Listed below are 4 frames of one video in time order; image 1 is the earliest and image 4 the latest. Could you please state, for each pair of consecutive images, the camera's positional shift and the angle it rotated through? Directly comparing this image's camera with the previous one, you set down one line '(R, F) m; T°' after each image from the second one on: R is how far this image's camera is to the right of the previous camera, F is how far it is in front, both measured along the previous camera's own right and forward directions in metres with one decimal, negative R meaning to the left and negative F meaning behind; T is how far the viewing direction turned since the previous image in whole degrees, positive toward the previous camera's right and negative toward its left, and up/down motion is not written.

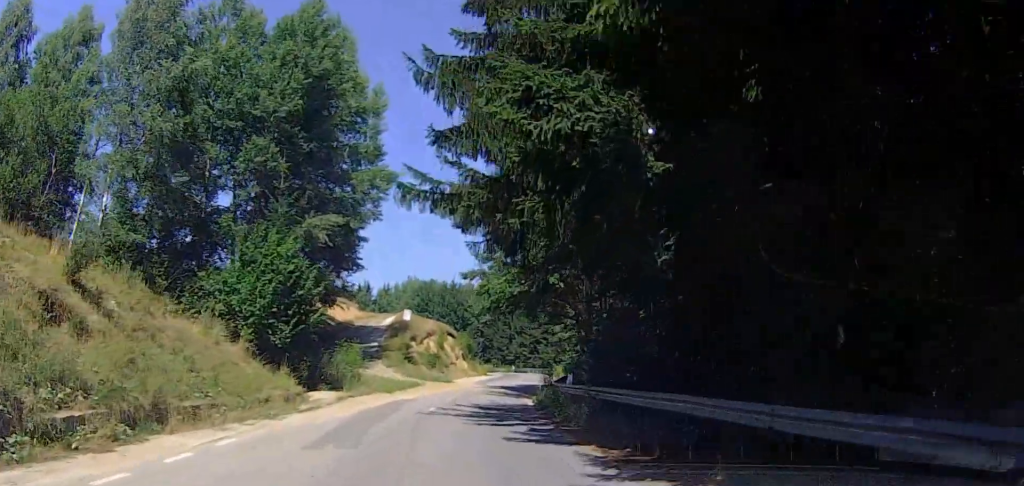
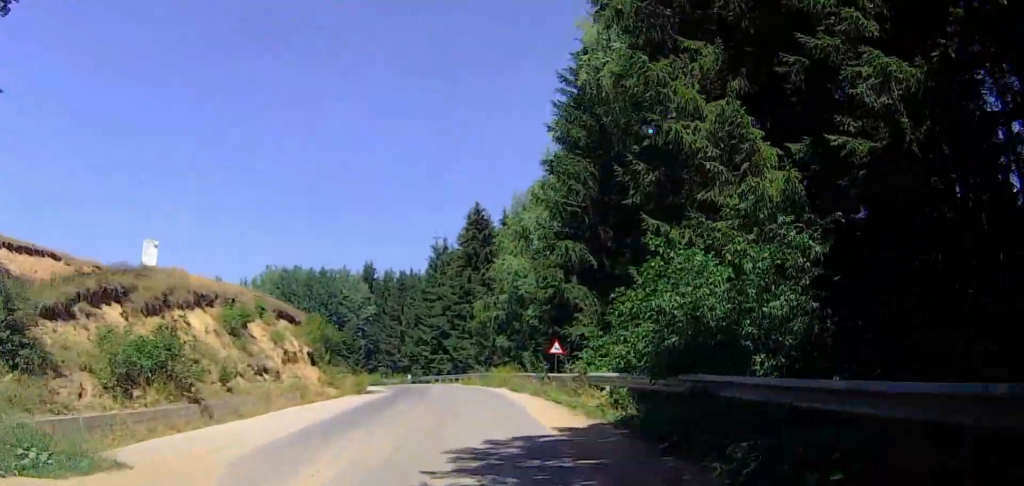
(+0.5, +40.0) m; +8°
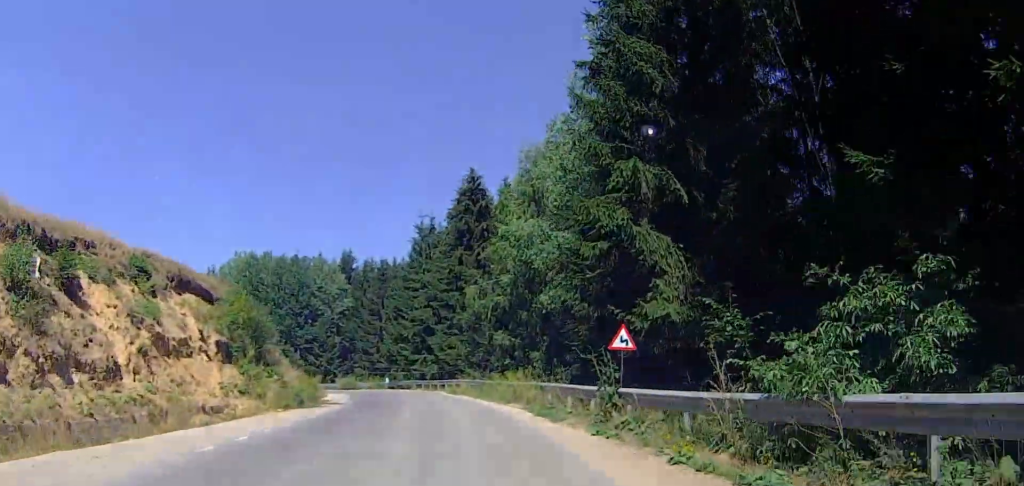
(+1.2, +12.8) m; +4°
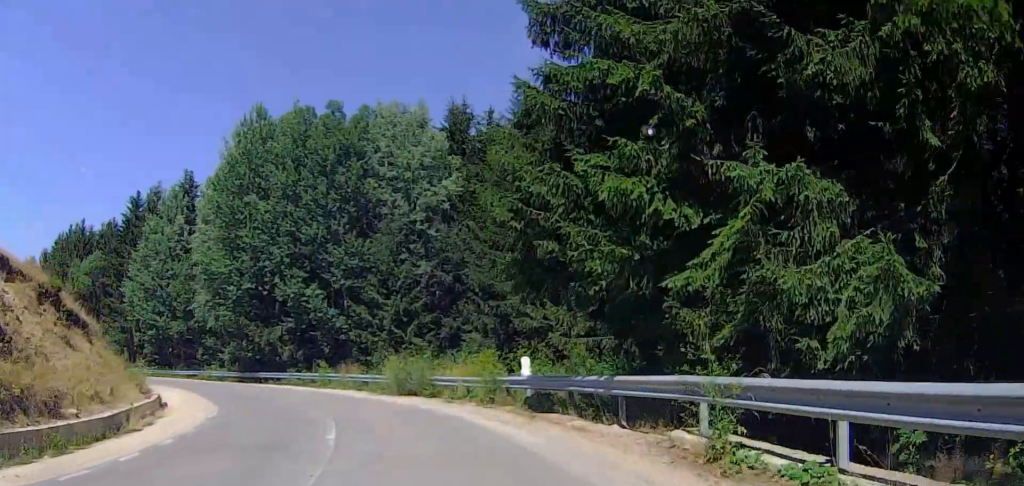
(-6.2, +55.2) m; -16°
